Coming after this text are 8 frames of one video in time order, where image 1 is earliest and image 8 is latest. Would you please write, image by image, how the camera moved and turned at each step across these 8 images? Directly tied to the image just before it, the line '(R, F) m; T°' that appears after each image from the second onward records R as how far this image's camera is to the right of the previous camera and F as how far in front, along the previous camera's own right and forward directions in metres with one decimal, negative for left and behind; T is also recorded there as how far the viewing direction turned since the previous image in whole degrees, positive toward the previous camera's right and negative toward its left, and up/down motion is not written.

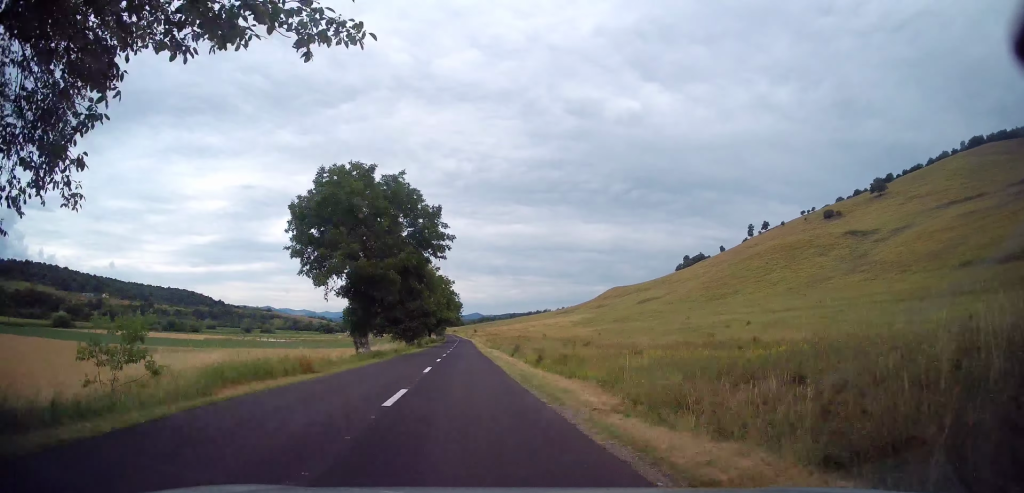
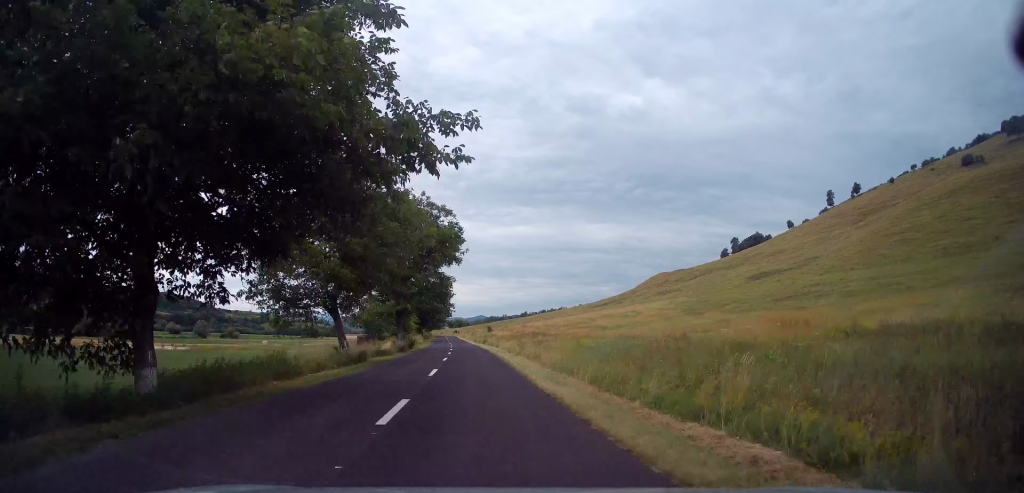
(-1.2, +75.2) m; -1°
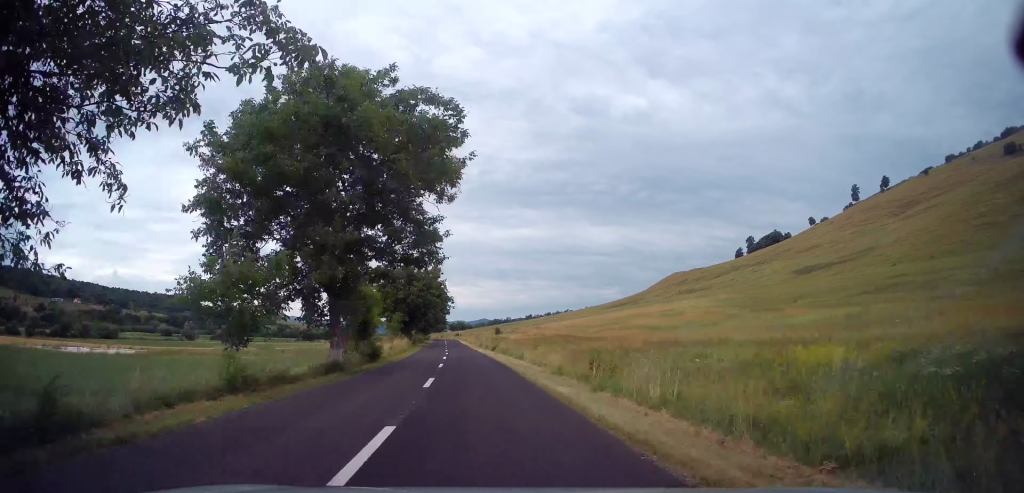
(+0.2, +23.5) m; +2°
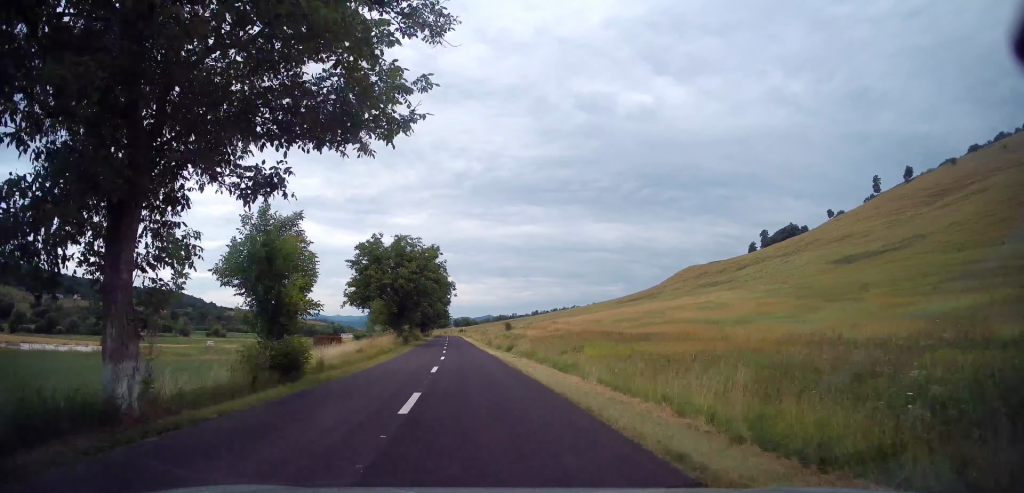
(+0.4, +16.8) m; -1°
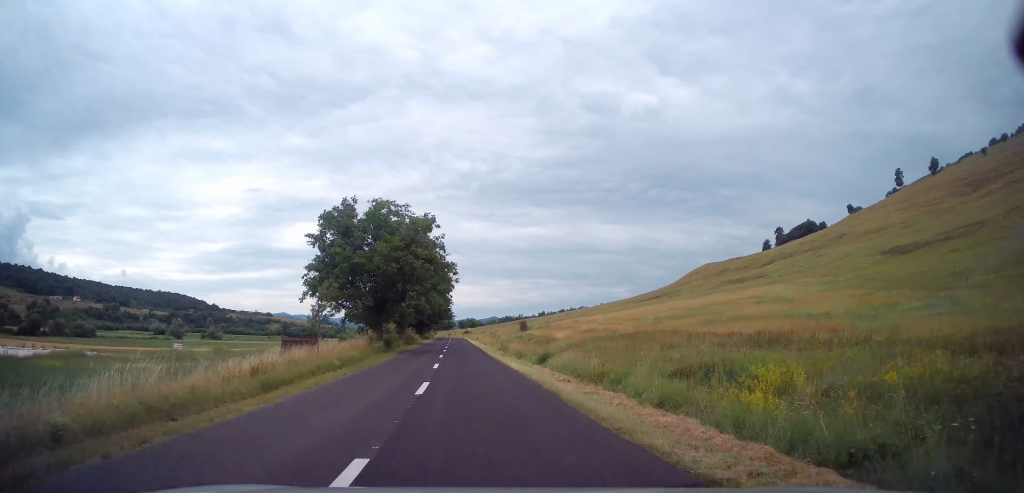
(+1.2, +18.6) m; -2°
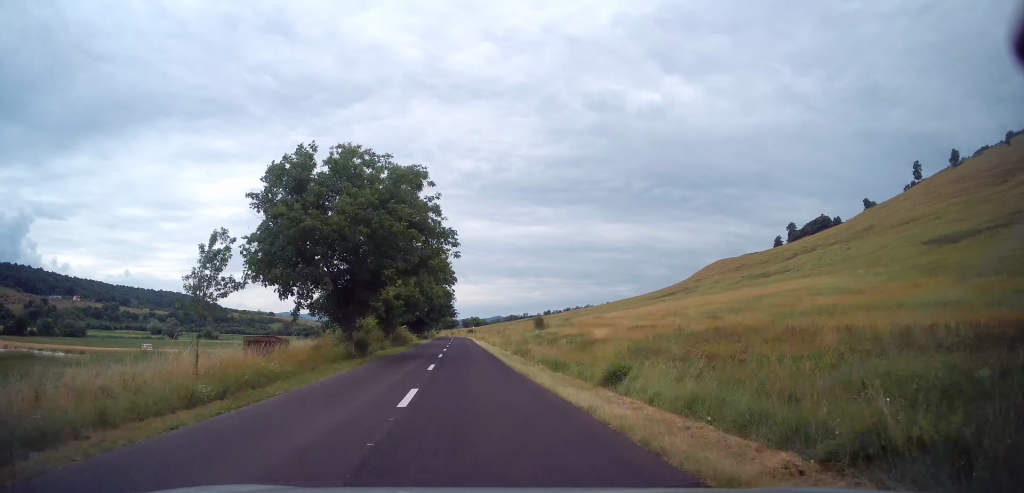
(-1.0, +14.6) m; -2°
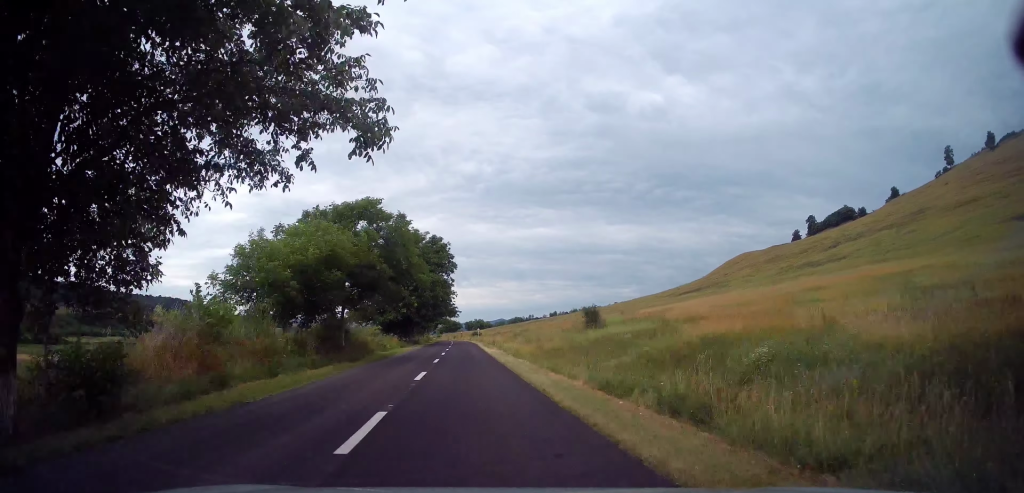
(-2.0, +28.0) m; -3°
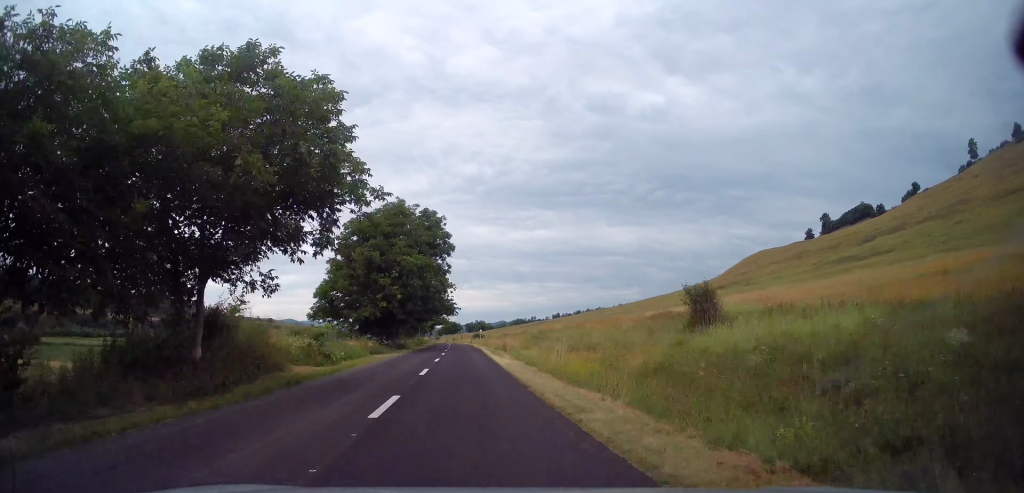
(+0.5, +18.6) m; +1°
